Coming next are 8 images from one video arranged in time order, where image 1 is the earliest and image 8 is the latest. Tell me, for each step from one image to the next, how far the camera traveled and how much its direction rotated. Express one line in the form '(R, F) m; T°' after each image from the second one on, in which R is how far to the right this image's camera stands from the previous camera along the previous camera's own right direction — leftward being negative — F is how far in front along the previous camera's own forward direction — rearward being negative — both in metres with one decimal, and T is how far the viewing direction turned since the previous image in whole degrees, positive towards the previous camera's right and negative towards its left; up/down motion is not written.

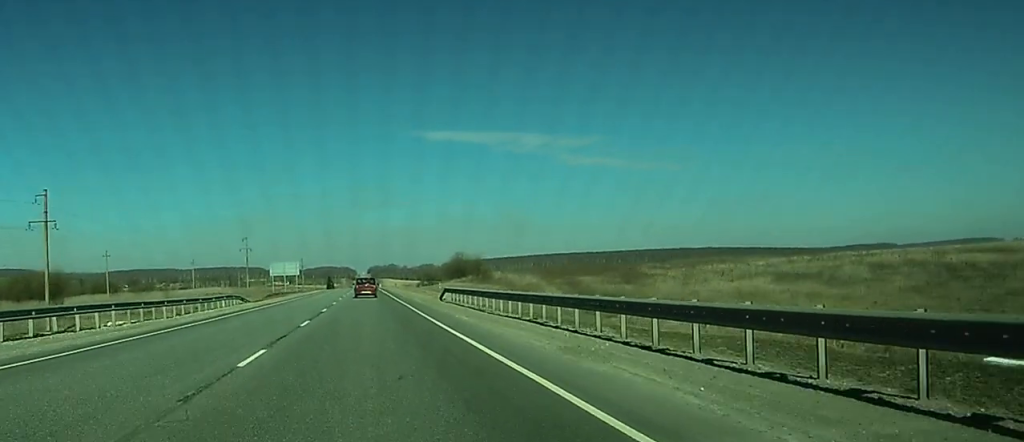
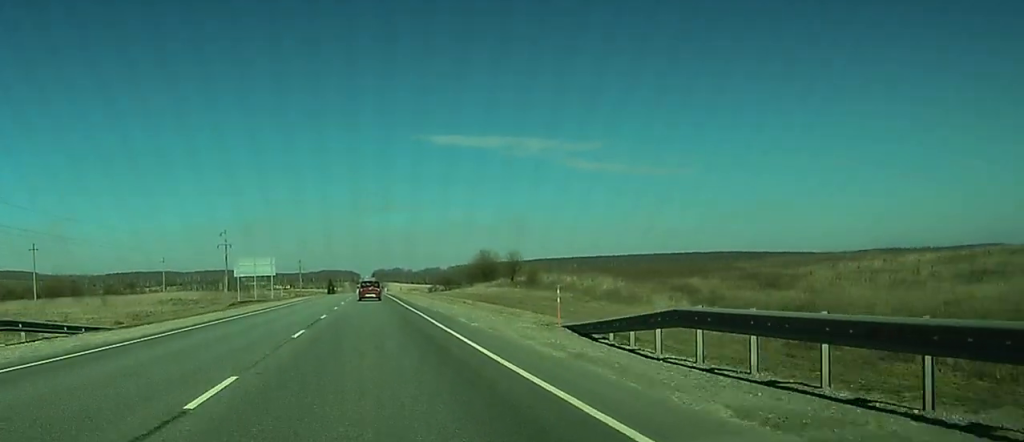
(-0.3, +38.1) m; -1°
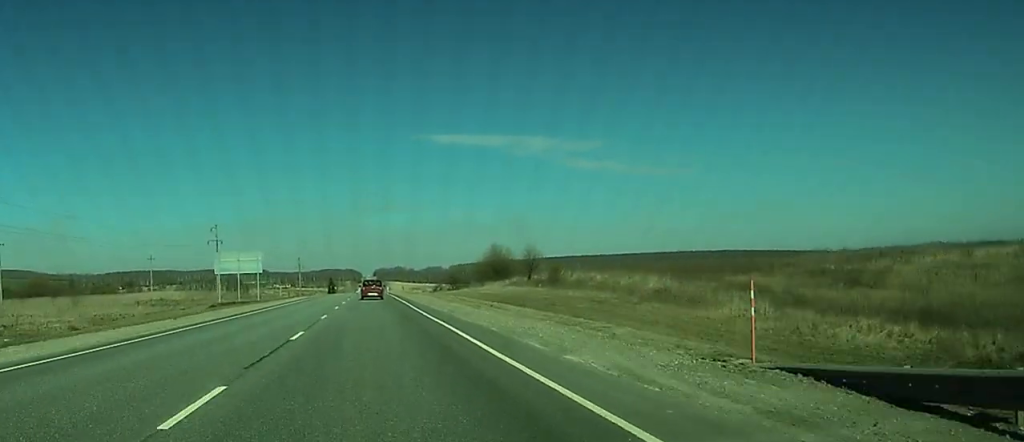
(-0.2, +12.6) m; 0°
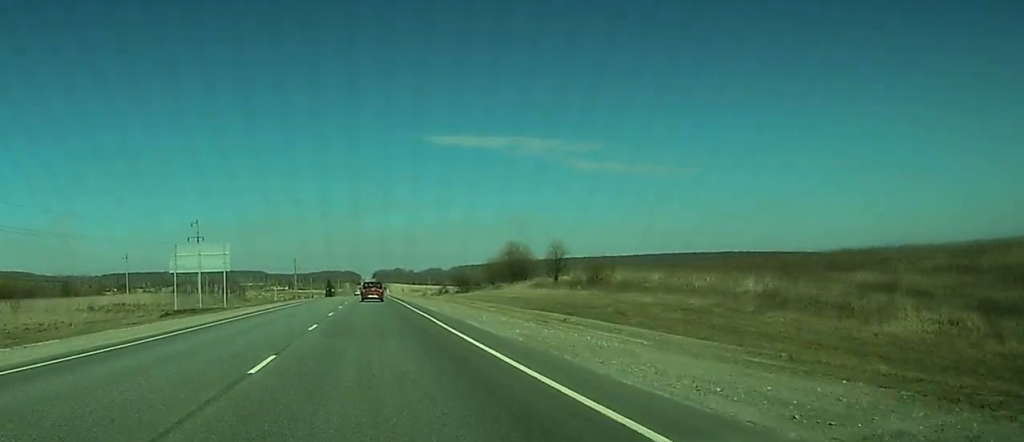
(0.0, +17.8) m; +1°
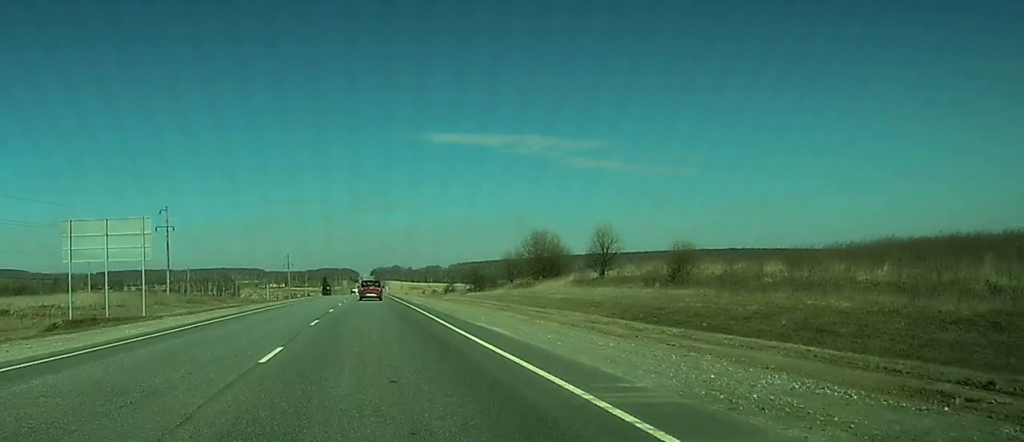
(+0.4, +21.6) m; +1°
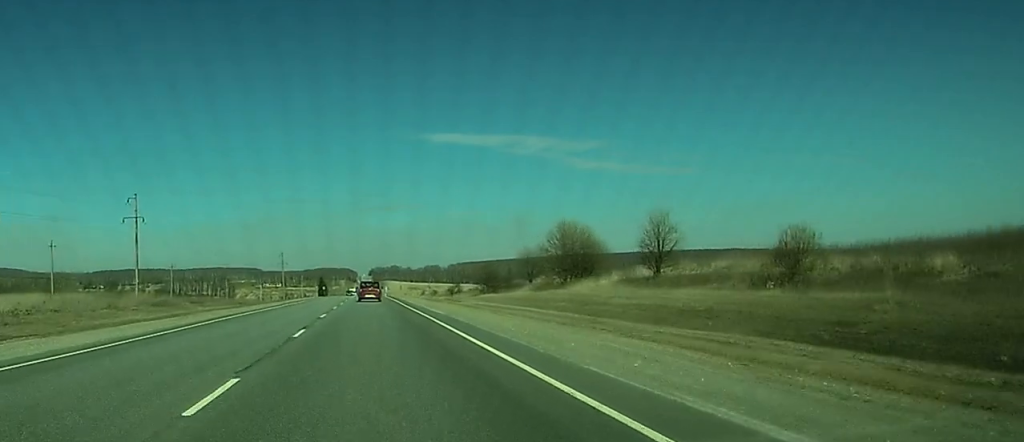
(-0.1, +16.7) m; 0°
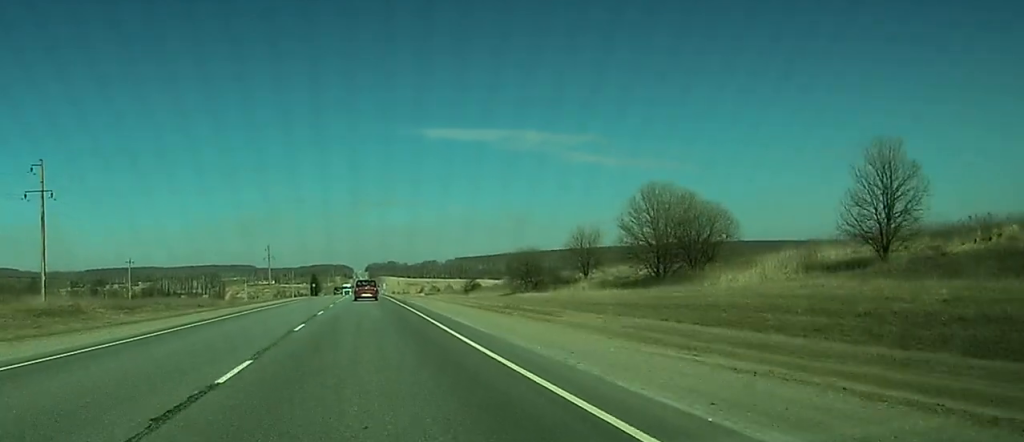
(+0.3, +32.2) m; +1°
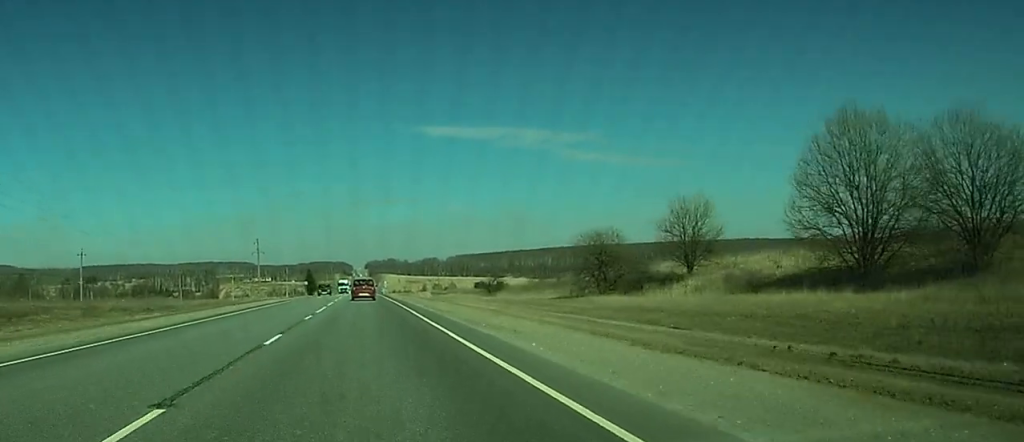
(+0.3, +29.3) m; +1°
